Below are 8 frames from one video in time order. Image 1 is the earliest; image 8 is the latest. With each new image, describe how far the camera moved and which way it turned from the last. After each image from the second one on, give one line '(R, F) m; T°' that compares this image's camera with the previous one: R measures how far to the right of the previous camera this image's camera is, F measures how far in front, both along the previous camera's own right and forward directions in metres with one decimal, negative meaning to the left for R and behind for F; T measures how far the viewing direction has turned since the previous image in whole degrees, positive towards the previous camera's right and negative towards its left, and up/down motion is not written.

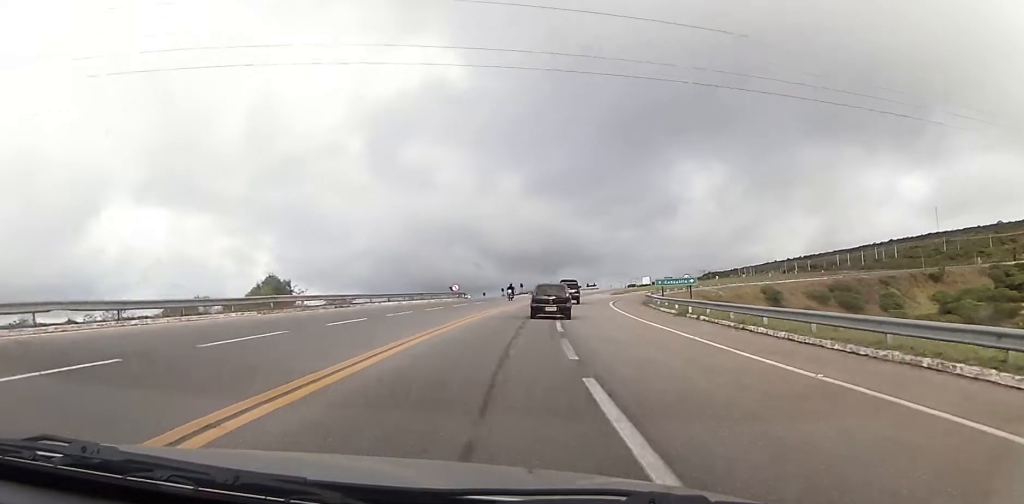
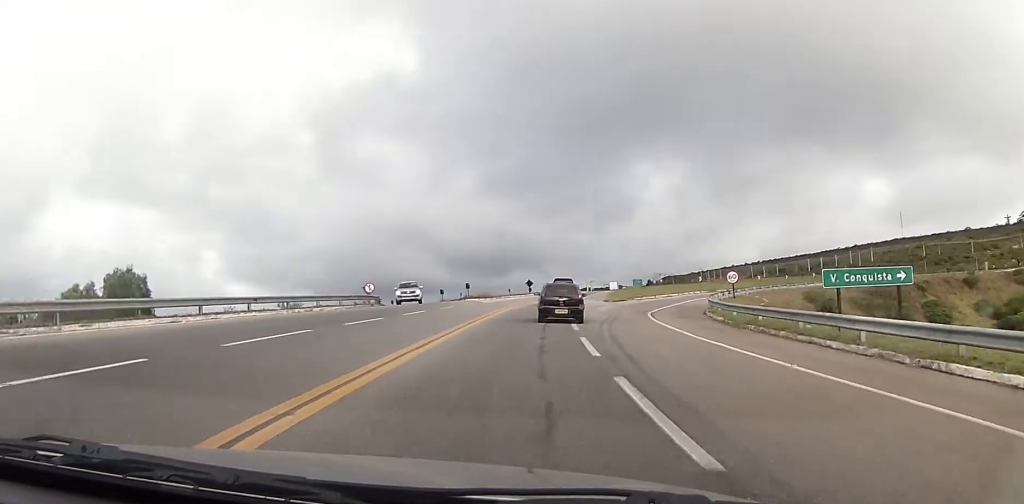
(+1.4, +31.8) m; +4°
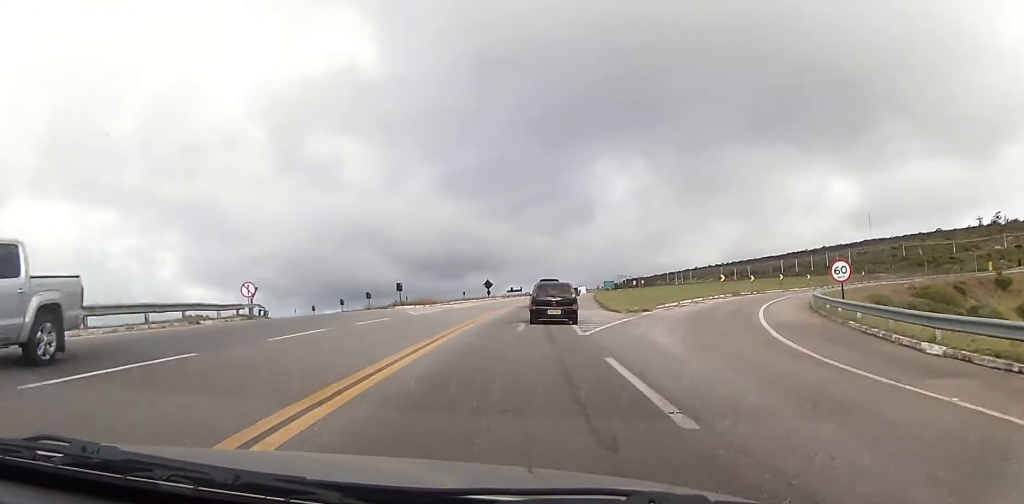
(+0.4, +22.6) m; +4°
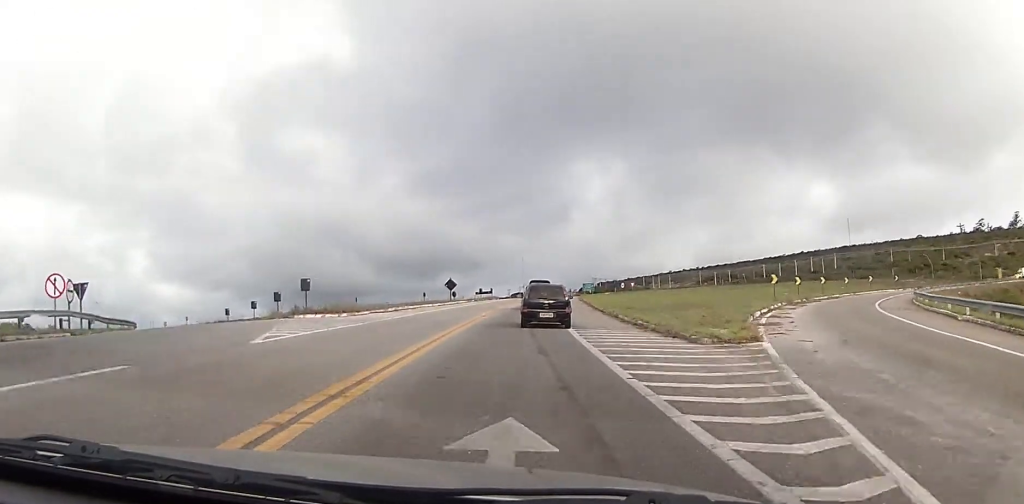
(+0.9, +18.0) m; +3°
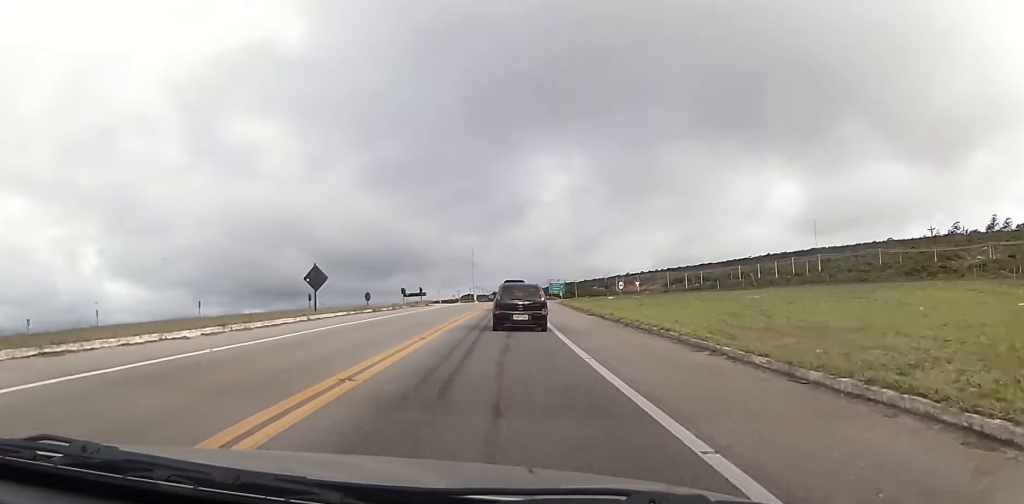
(+2.0, +38.9) m; +6°
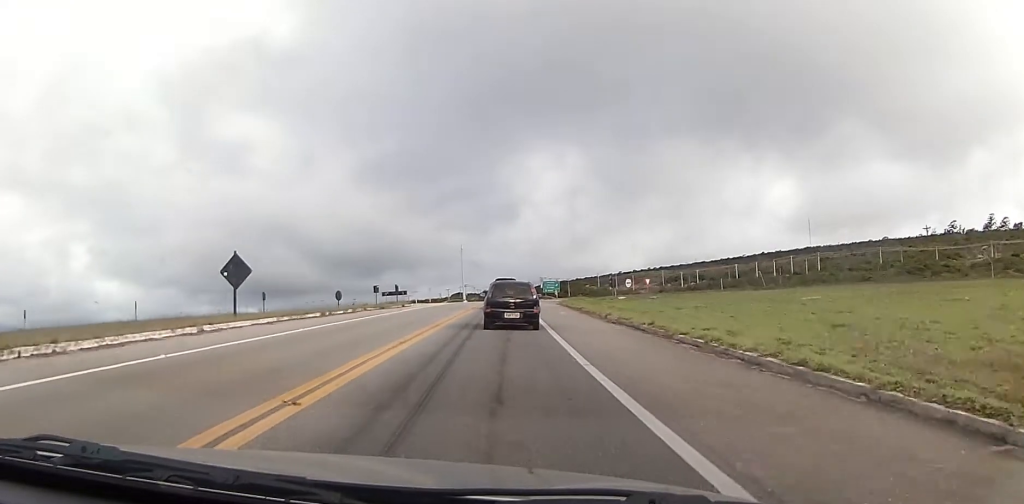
(0.0, +9.9) m; +1°
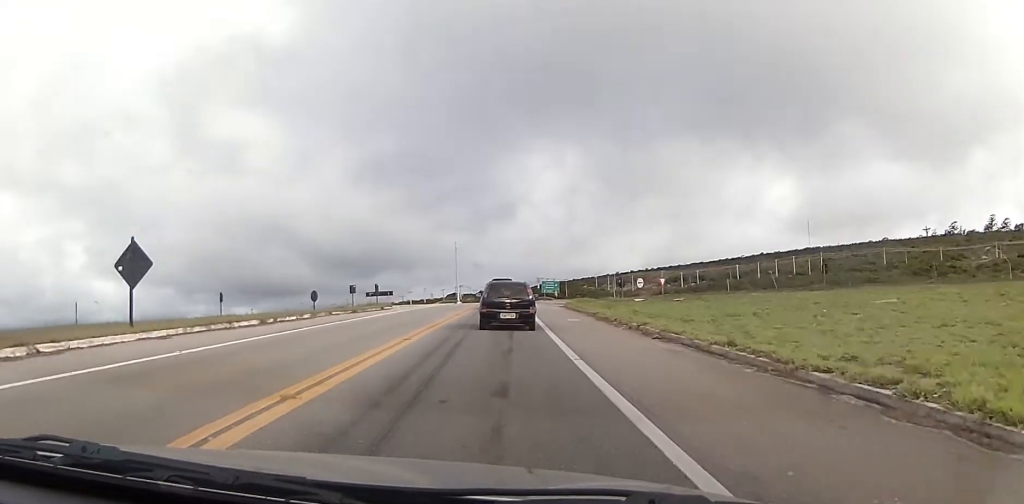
(+0.2, +7.5) m; 0°
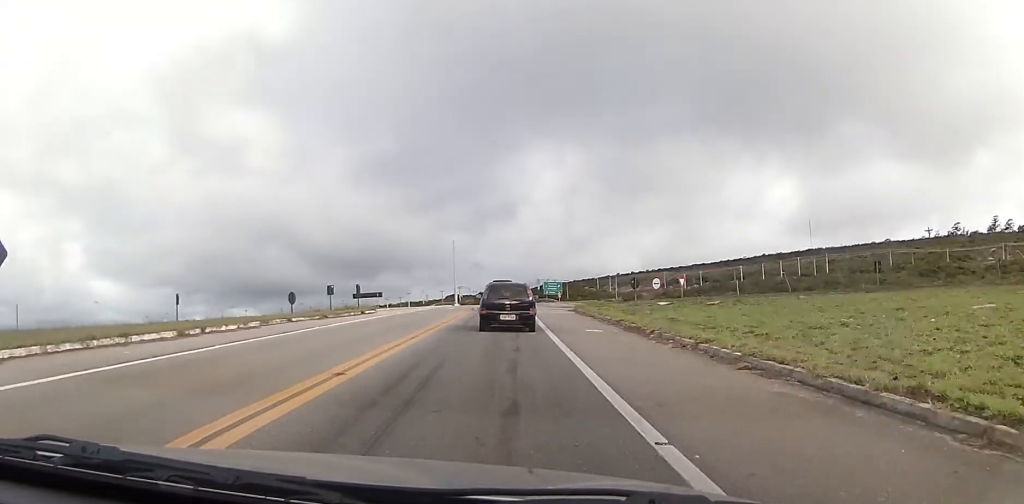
(+0.1, +6.4) m; 0°
